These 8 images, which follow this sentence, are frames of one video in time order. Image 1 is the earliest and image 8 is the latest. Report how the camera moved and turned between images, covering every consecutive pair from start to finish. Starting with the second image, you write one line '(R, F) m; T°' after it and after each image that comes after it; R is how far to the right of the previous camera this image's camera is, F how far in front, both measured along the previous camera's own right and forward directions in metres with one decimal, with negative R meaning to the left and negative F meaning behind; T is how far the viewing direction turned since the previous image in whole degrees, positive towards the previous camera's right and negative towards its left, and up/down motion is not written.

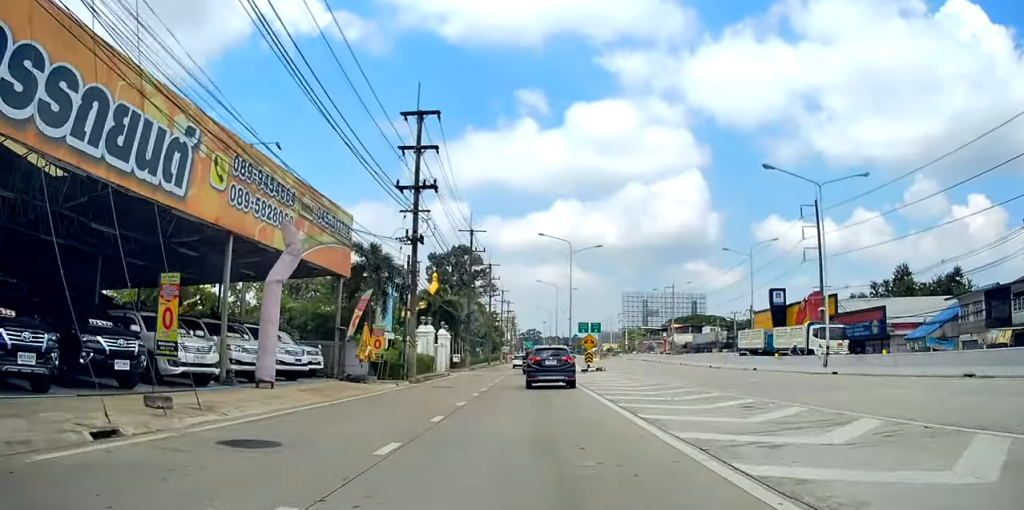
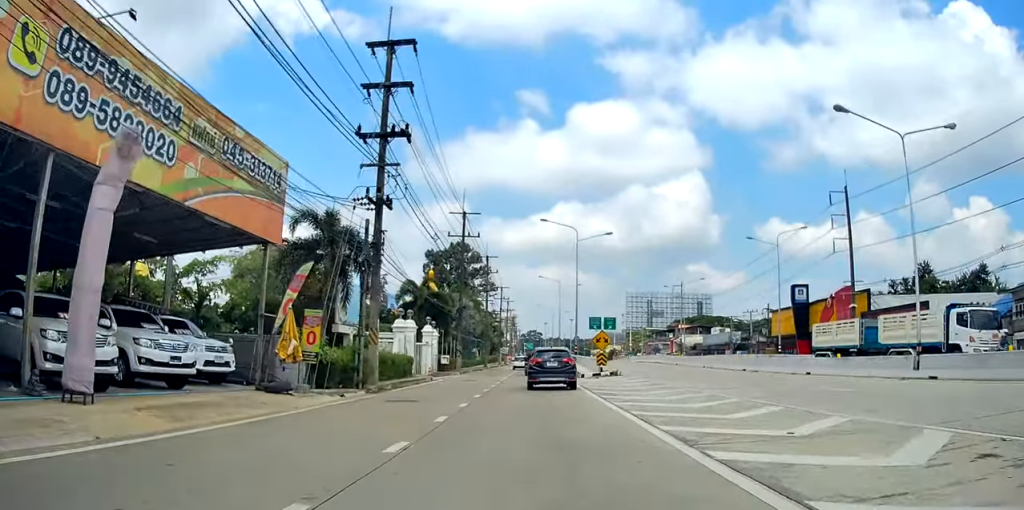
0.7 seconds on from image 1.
(0.0, +7.7) m; 0°
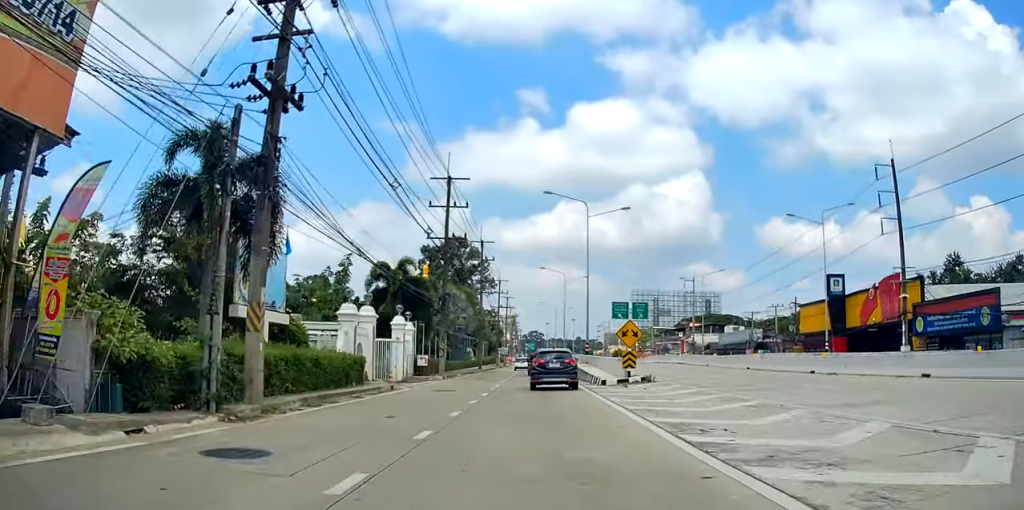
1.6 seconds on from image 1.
(+0.1, +10.3) m; -1°
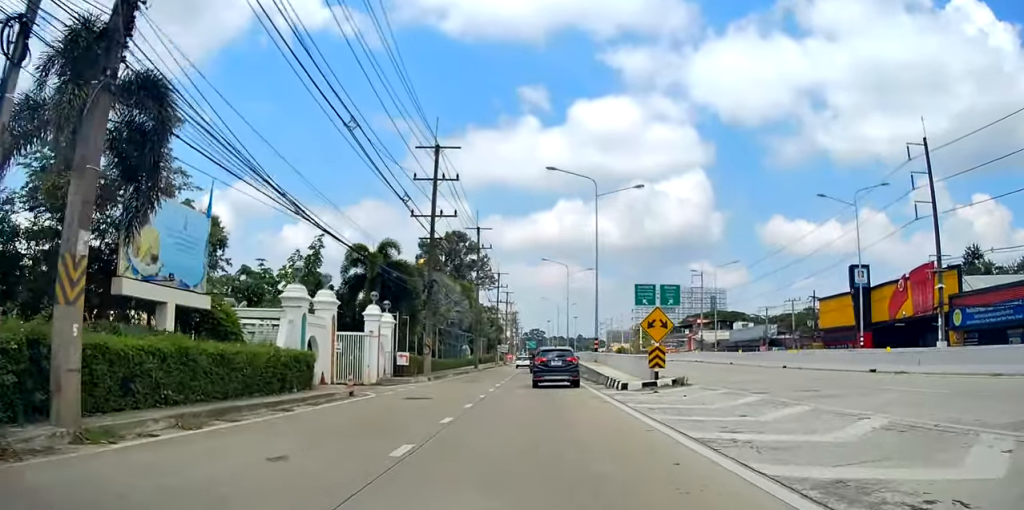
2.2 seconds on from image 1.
(-0.1, +5.7) m; -1°
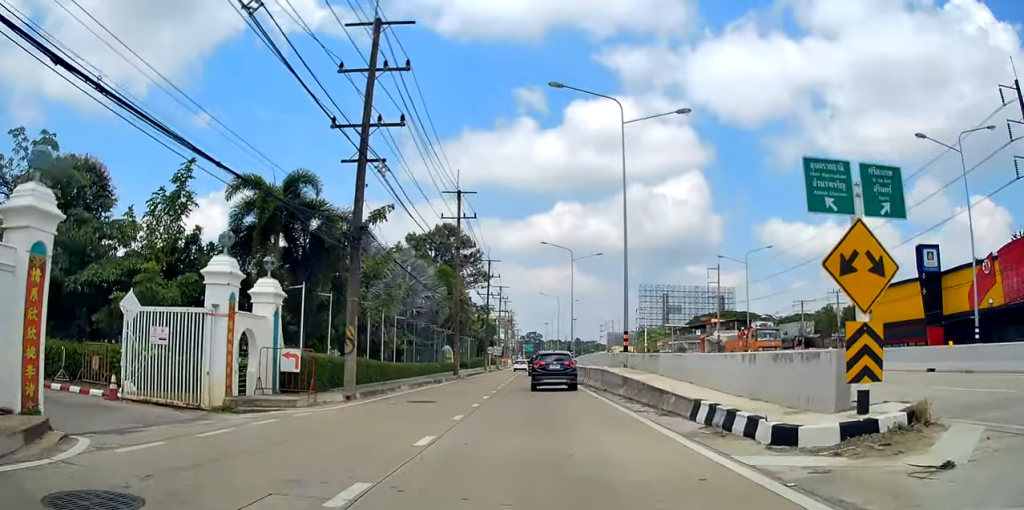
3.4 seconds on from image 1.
(0.0, +14.1) m; 0°
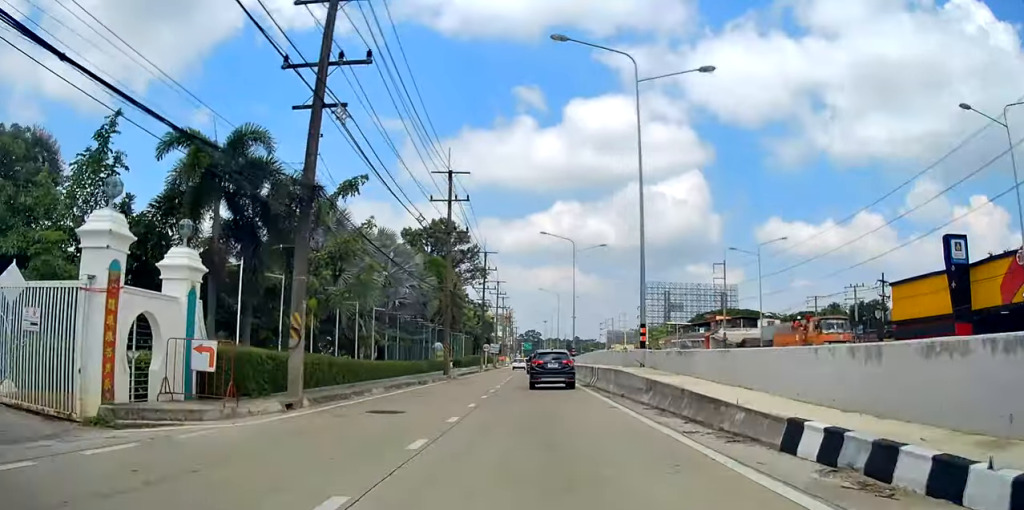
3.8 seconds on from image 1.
(0.0, +4.5) m; +1°
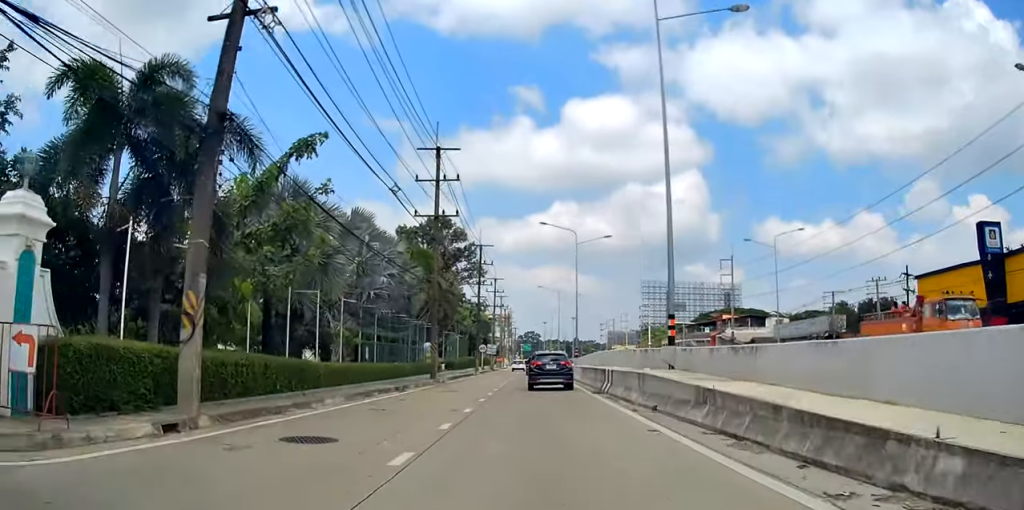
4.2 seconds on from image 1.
(-0.1, +4.9) m; +1°
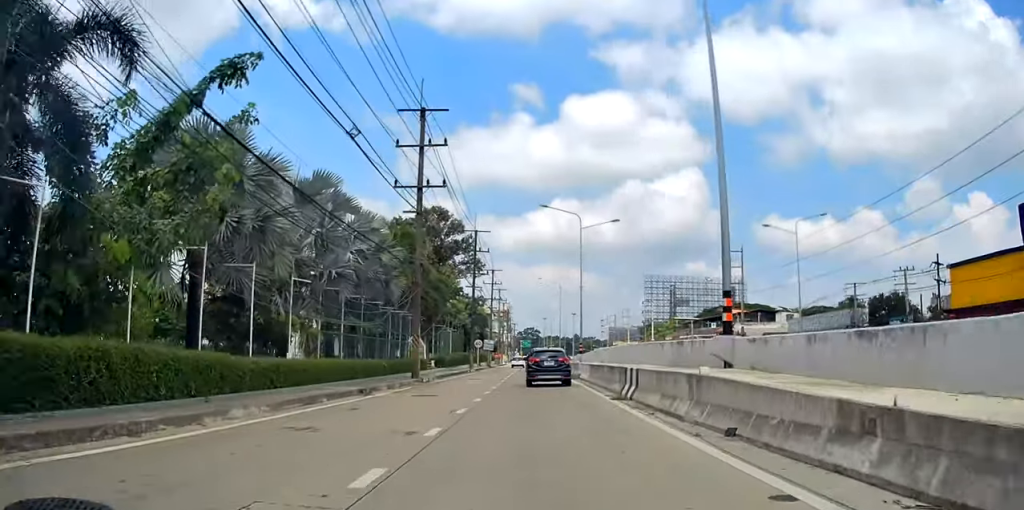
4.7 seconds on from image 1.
(+0.1, +5.6) m; 0°
